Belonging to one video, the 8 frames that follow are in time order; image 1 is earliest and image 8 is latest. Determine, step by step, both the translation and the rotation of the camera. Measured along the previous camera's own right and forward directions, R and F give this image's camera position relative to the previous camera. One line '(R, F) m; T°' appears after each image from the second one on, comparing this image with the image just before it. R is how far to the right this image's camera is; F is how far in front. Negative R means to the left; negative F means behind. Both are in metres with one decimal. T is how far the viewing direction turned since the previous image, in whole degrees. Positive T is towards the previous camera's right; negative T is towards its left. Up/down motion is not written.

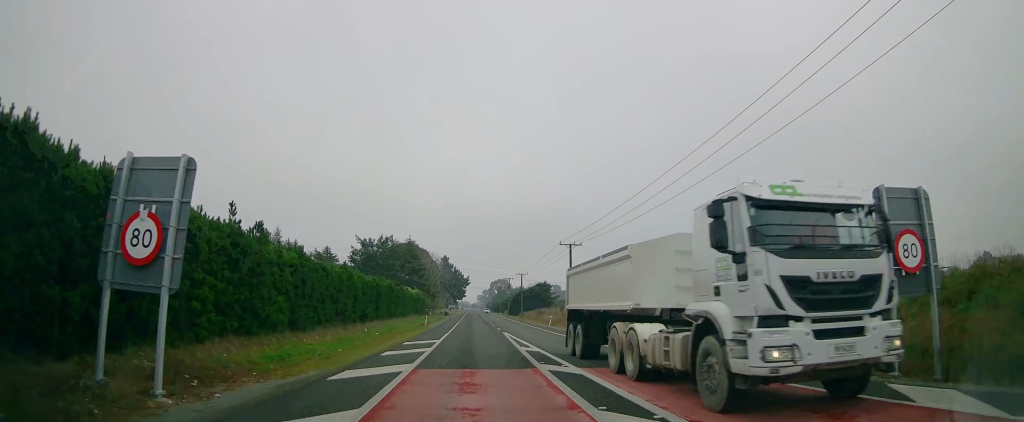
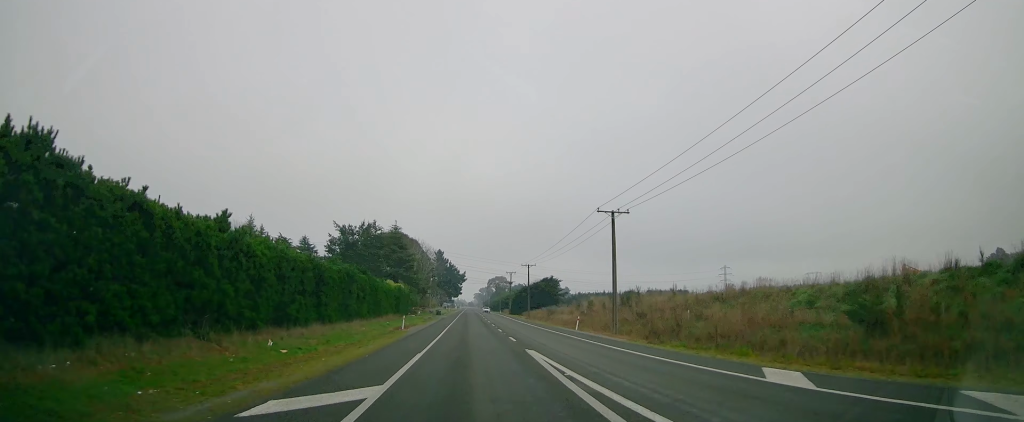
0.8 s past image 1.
(+0.1, +16.7) m; 0°
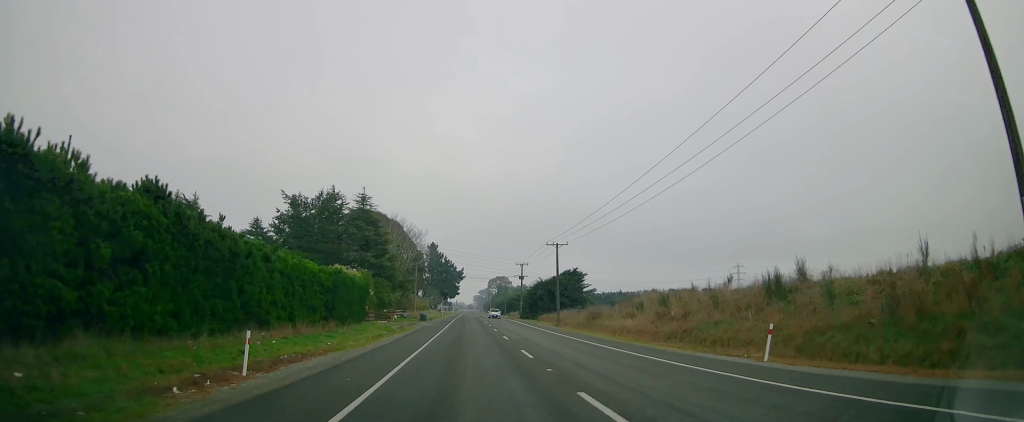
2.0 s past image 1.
(+0.1, +28.1) m; 0°
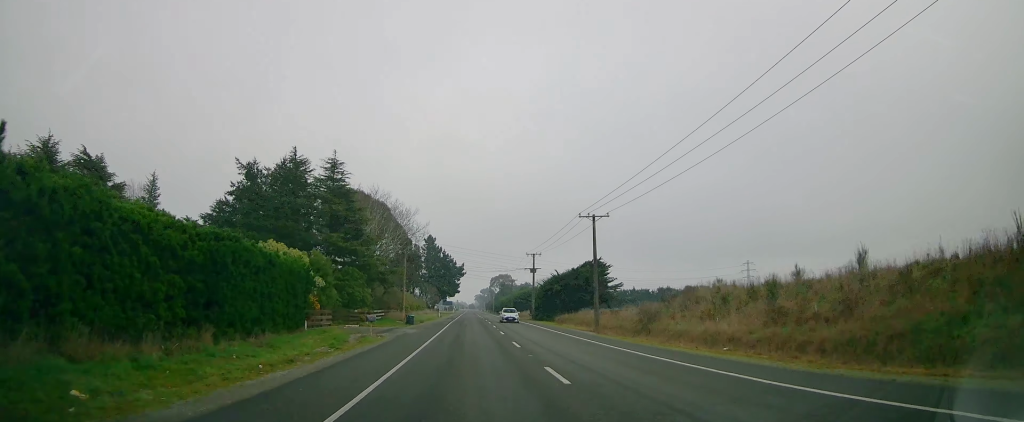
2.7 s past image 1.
(0.0, +15.8) m; 0°
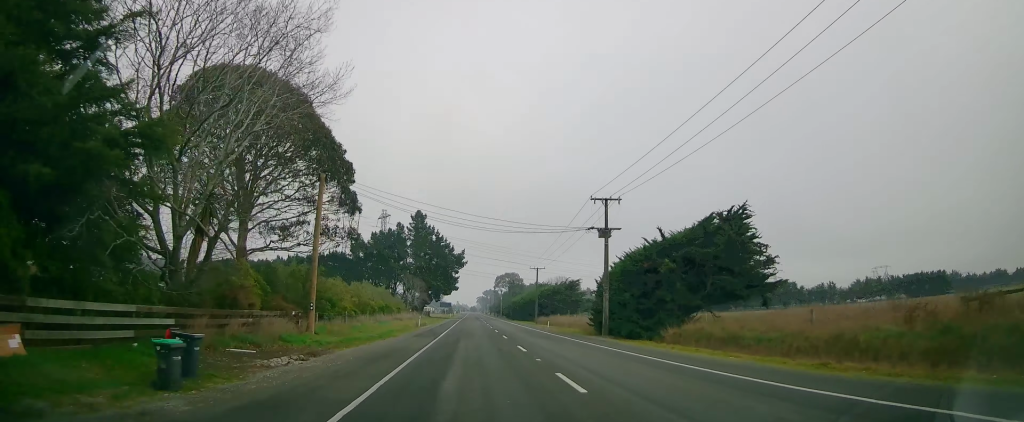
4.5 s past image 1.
(-0.1, +40.5) m; 0°
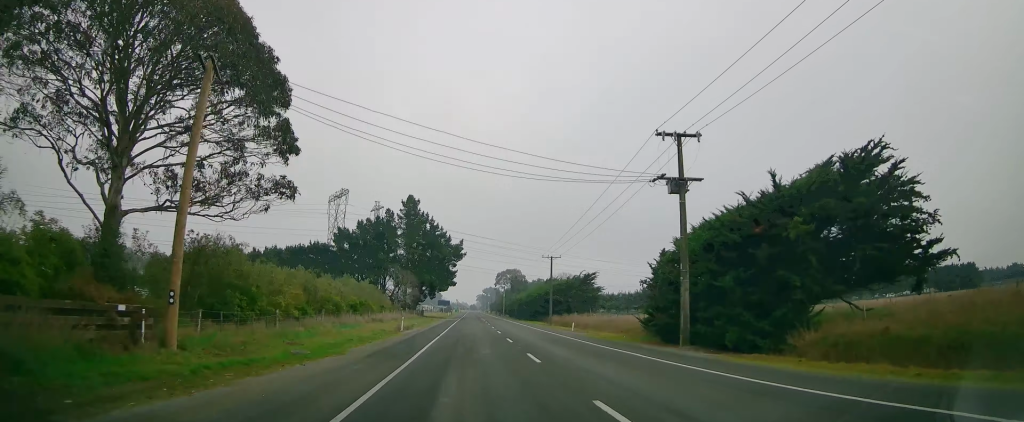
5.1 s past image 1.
(-0.1, +13.9) m; 0°
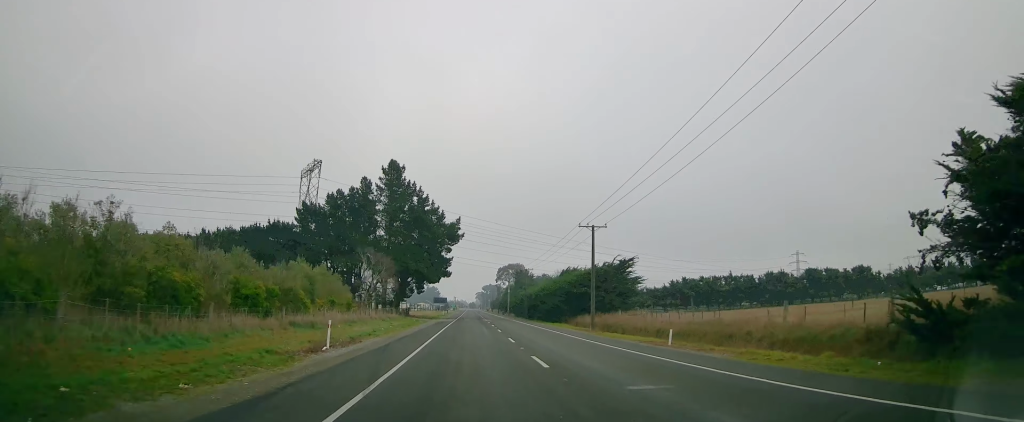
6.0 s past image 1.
(+0.2, +21.5) m; 0°
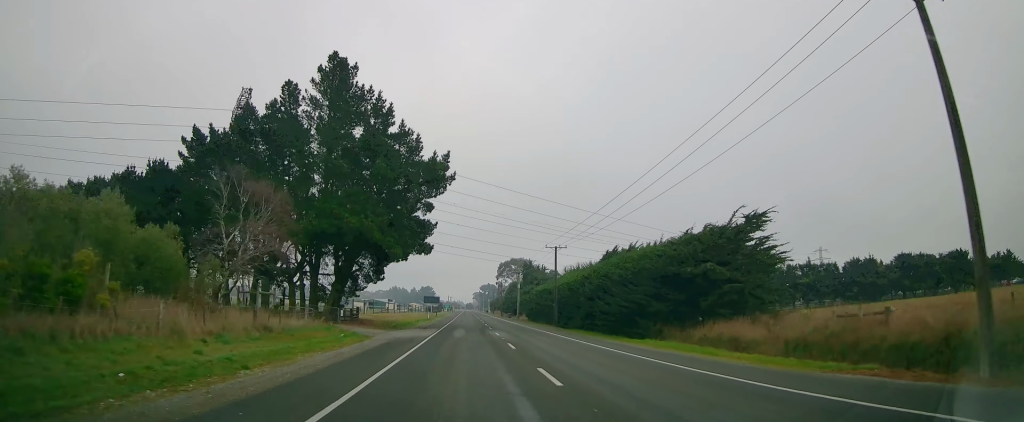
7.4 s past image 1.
(-0.1, +32.7) m; +1°
